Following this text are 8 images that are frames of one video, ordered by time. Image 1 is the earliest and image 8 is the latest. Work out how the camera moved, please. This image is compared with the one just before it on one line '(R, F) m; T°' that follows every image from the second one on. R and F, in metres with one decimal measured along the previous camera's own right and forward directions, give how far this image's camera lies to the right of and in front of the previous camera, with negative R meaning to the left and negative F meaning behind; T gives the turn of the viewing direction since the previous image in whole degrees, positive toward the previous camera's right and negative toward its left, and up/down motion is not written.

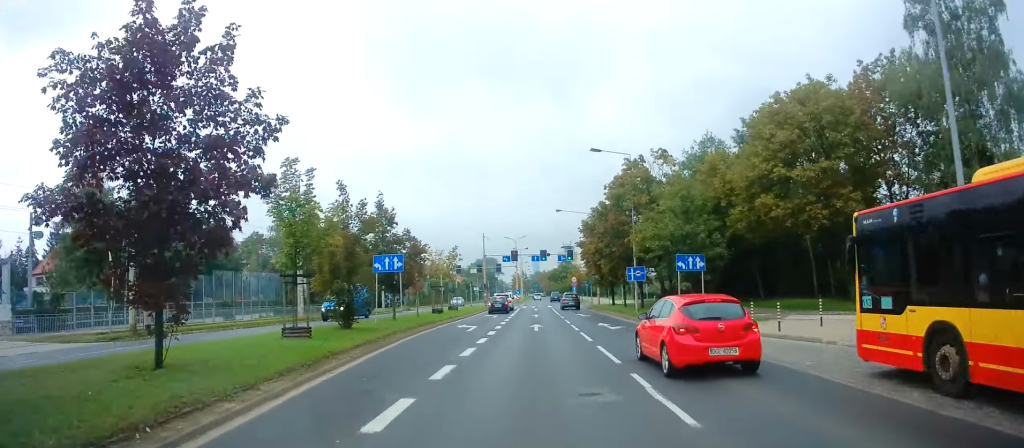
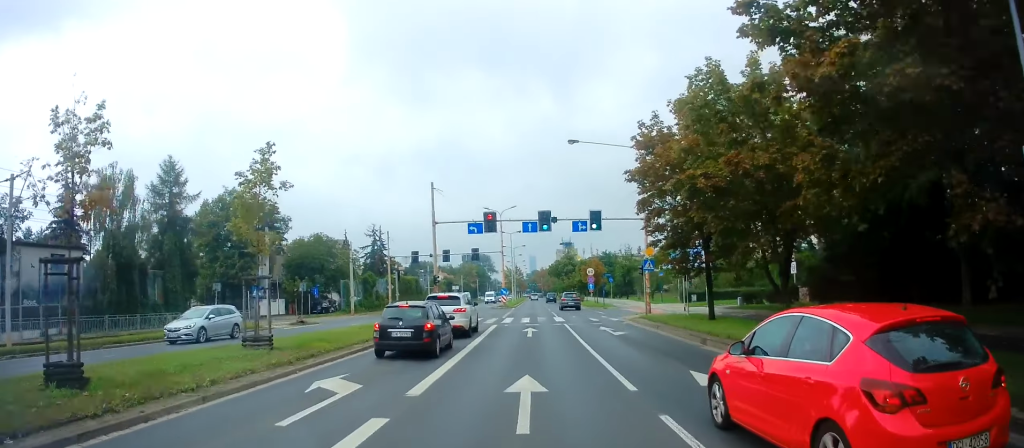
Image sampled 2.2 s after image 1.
(+0.4, +32.9) m; +1°
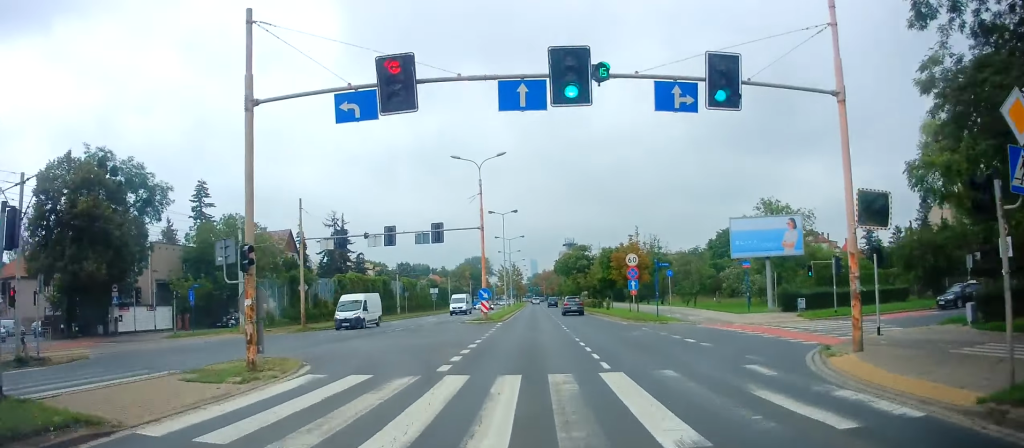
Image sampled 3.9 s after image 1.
(-0.3, +25.3) m; 0°
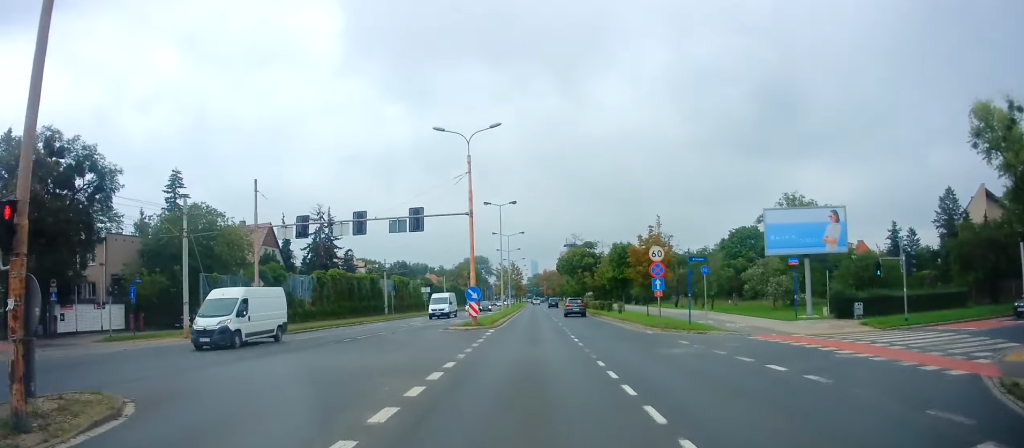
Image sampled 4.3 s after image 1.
(0.0, +7.1) m; 0°
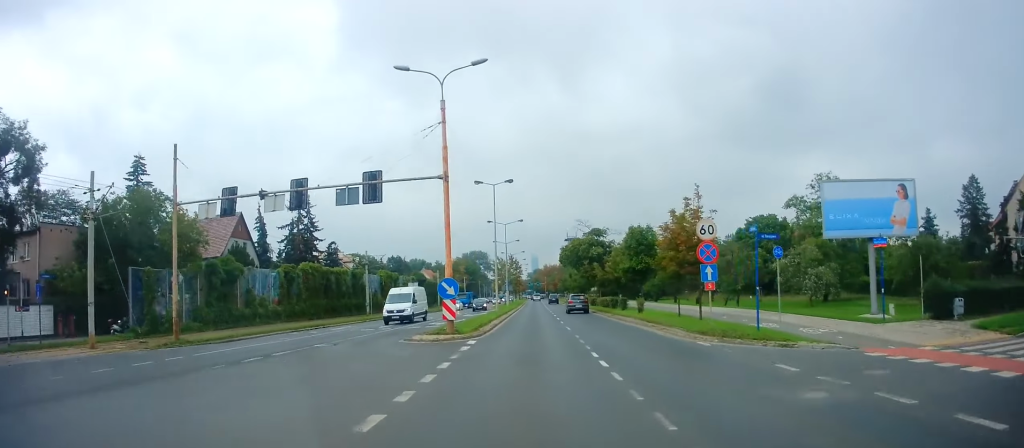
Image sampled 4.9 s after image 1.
(+0.2, +8.6) m; 0°
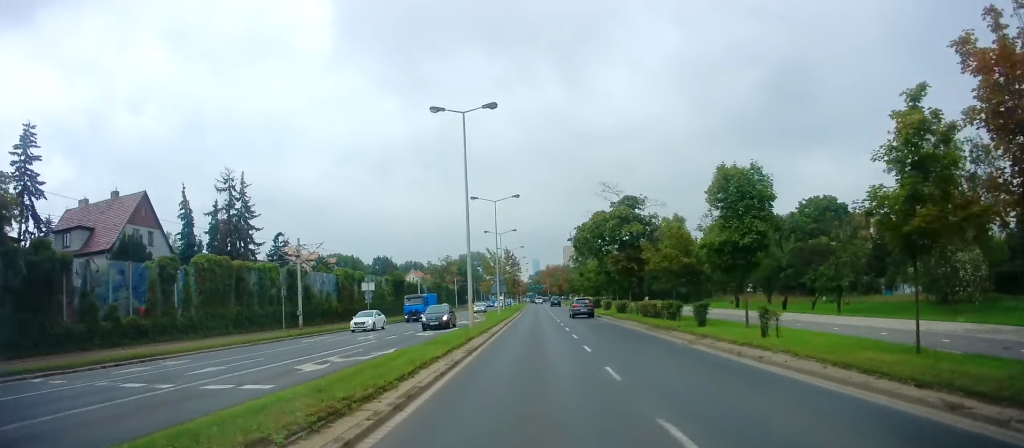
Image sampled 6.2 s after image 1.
(-0.3, +20.6) m; -1°
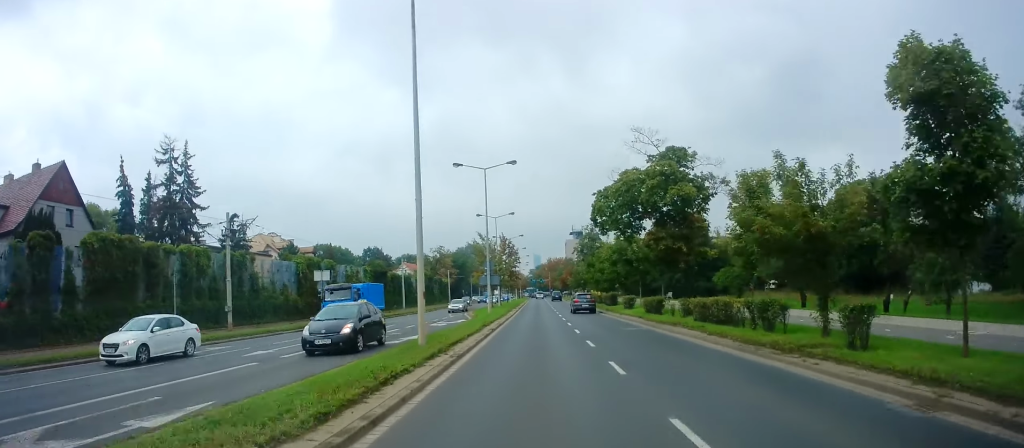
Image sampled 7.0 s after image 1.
(0.0, +11.9) m; 0°
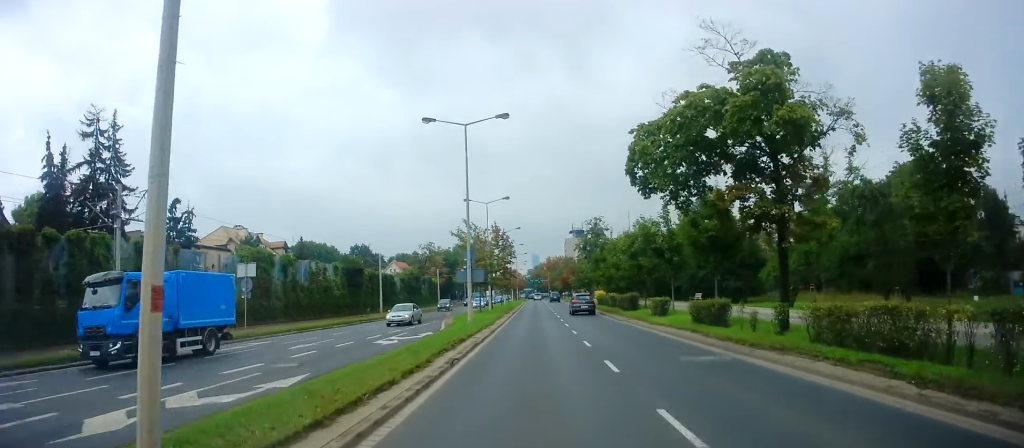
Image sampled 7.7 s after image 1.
(-0.1, +11.0) m; 0°
